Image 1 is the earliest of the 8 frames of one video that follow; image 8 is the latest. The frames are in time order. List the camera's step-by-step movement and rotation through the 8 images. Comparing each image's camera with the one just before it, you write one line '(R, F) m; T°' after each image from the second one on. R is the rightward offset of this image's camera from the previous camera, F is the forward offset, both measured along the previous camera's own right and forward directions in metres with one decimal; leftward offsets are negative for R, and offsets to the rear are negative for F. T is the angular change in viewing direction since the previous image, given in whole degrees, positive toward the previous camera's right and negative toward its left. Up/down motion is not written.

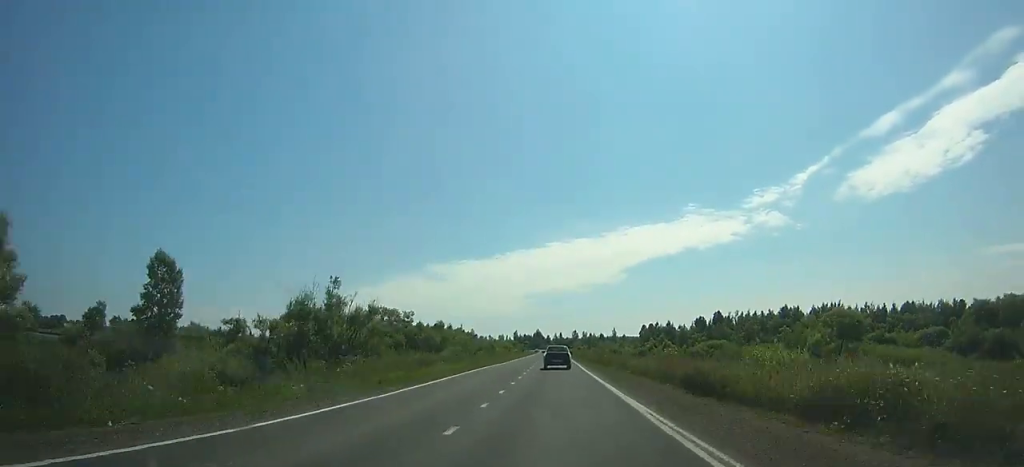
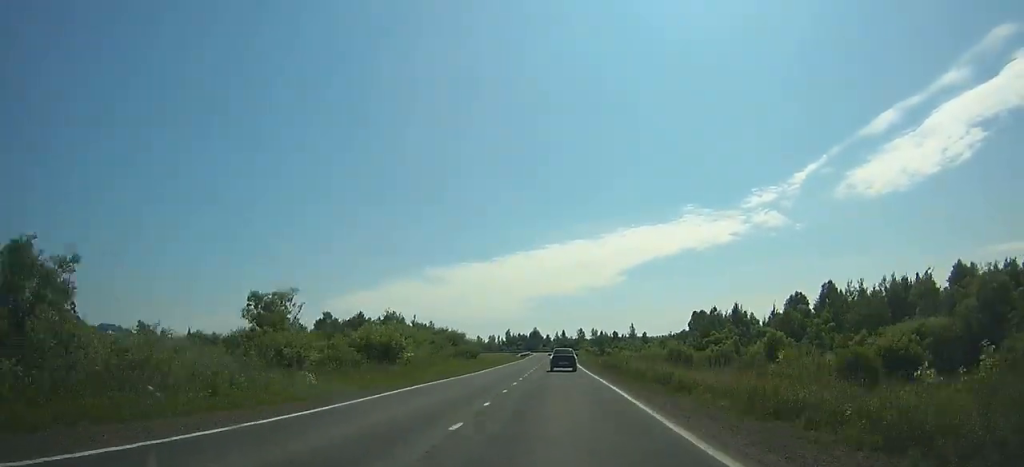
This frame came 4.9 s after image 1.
(+0.4, +82.4) m; 0°
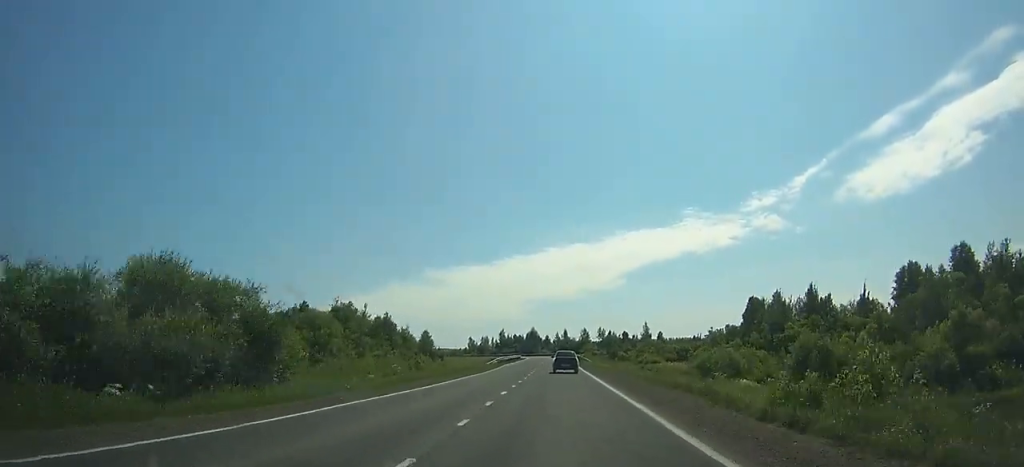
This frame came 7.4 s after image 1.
(+0.1, +43.2) m; 0°
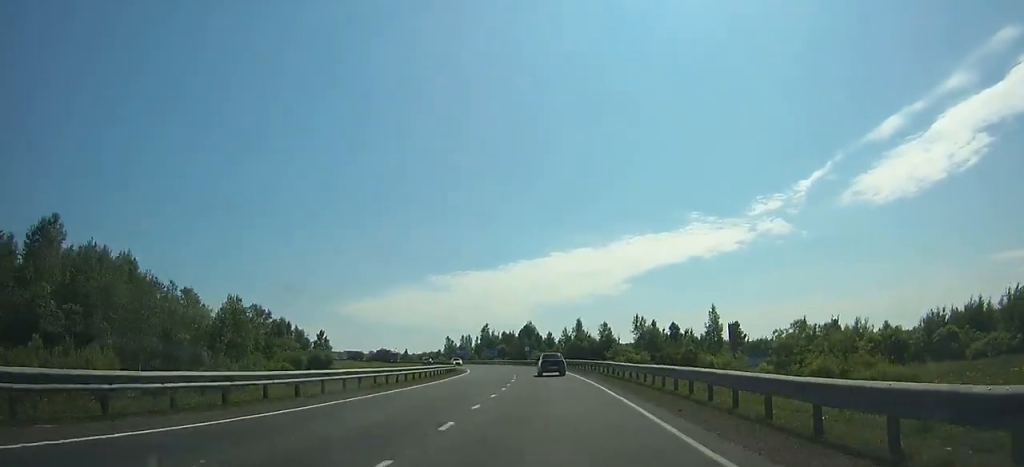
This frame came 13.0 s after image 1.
(-0.5, +101.2) m; -3°
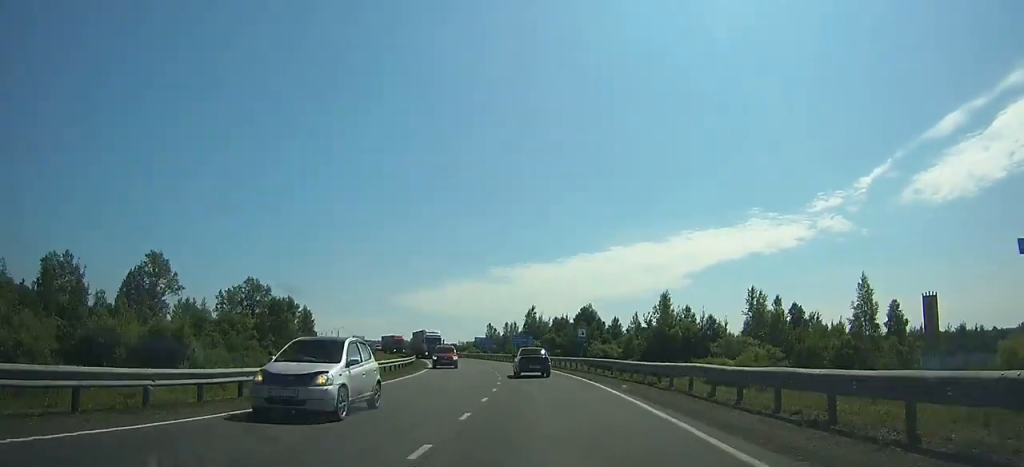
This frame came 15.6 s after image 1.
(-1.7, +49.3) m; -6°
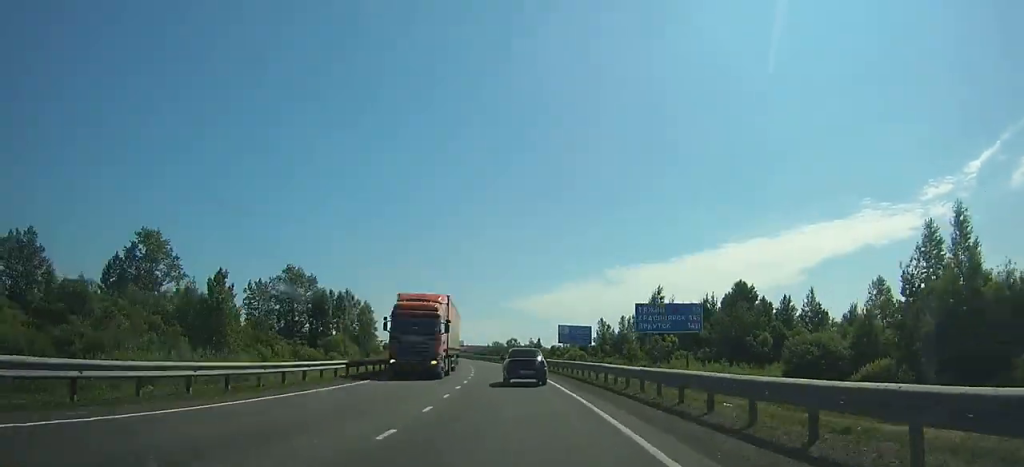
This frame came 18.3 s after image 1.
(-3.8, +52.4) m; -9°
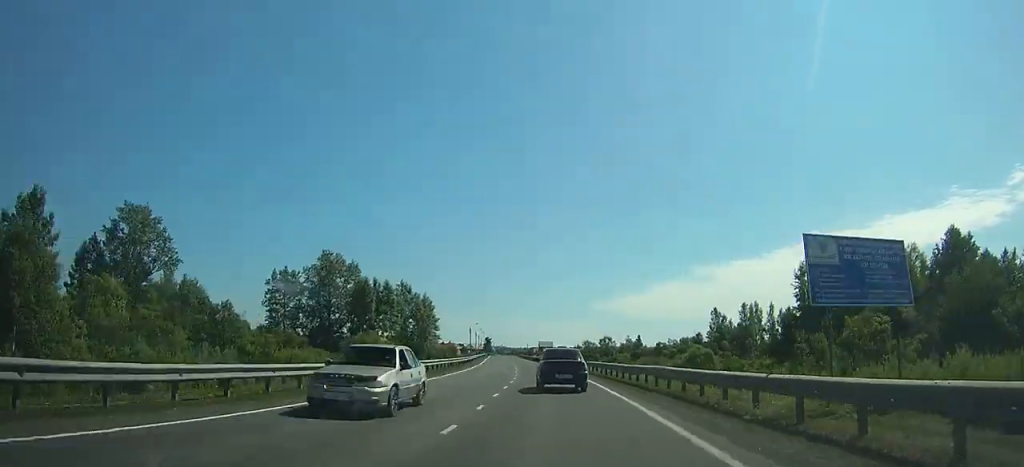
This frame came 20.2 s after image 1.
(-1.8, +38.0) m; -7°
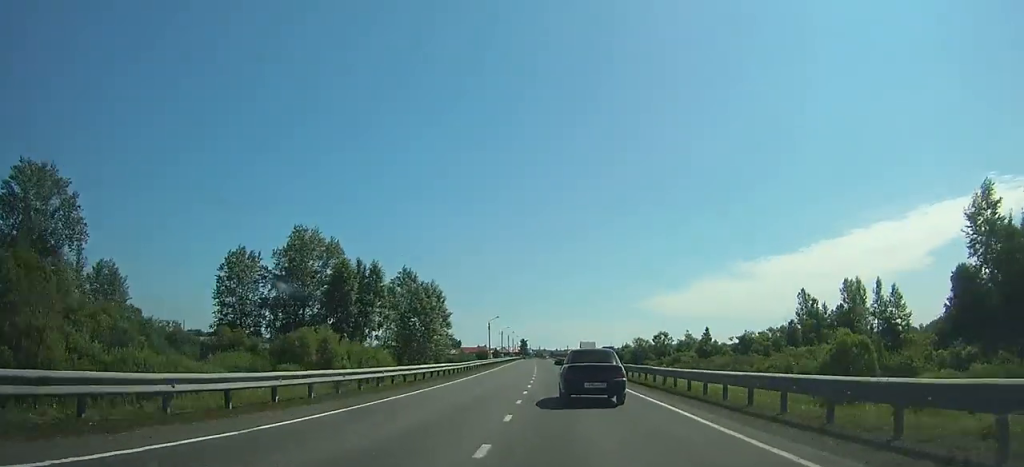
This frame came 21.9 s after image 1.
(-2.6, +35.3) m; -5°
